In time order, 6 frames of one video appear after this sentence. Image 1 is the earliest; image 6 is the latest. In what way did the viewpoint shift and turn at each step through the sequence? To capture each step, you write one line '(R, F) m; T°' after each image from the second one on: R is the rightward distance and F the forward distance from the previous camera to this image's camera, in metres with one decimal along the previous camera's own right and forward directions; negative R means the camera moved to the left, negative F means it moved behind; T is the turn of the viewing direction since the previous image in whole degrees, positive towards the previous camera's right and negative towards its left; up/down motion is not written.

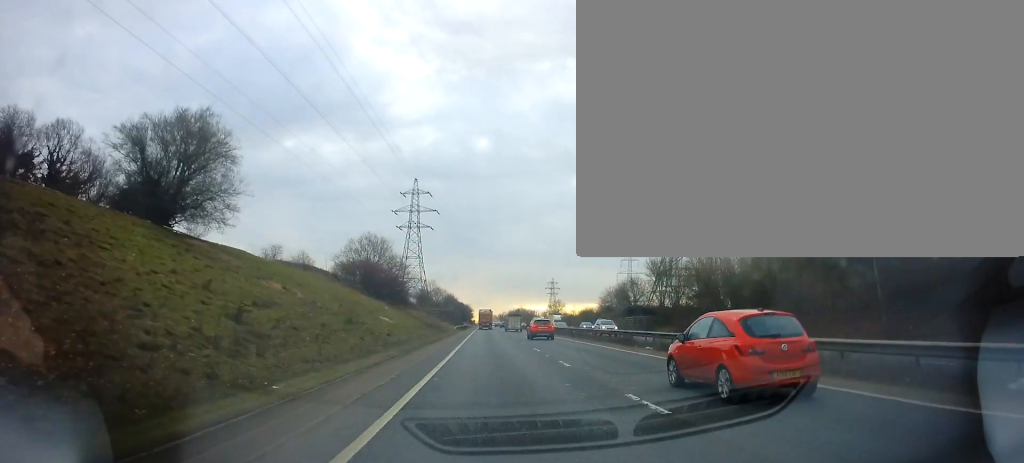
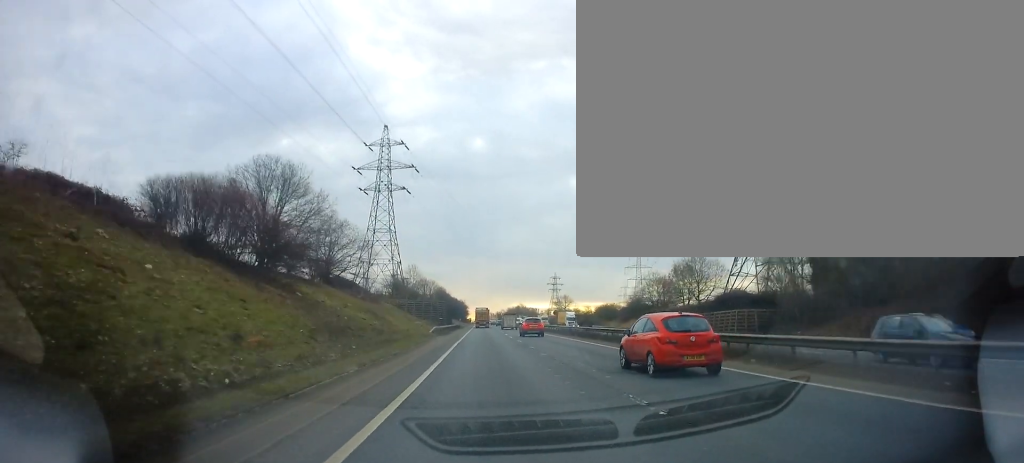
(+0.5, +35.7) m; 0°
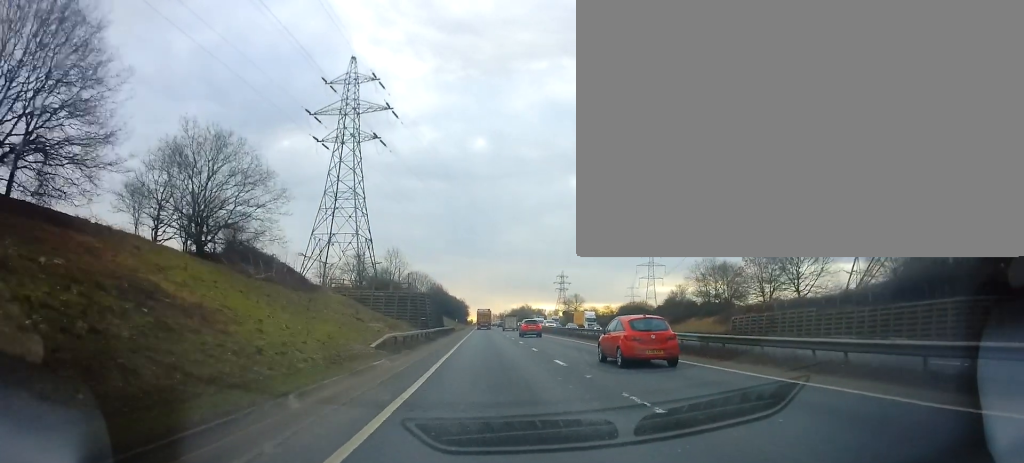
(-0.4, +26.4) m; -1°
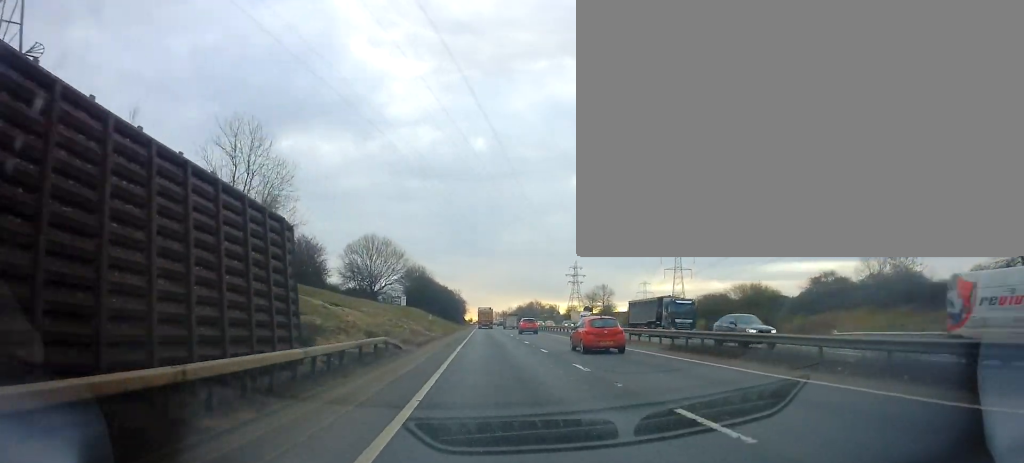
(0.0, +57.5) m; 0°
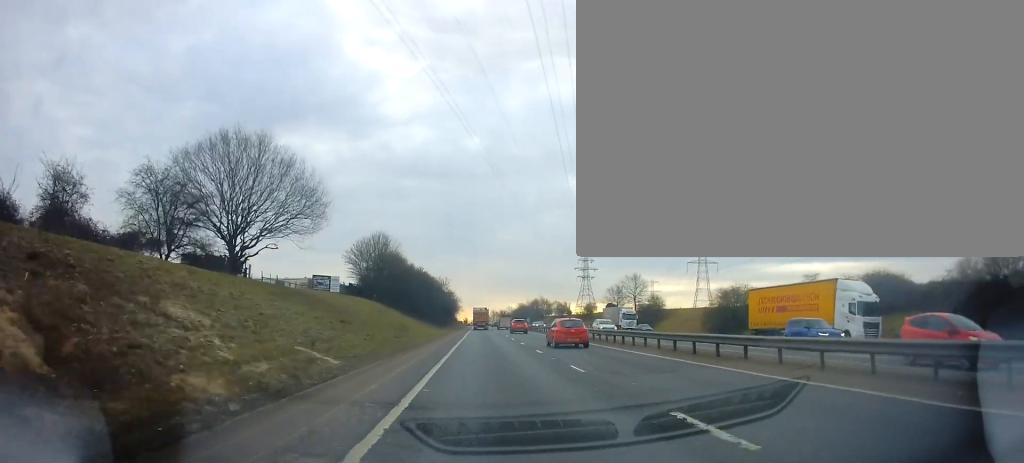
(+0.8, +49.9) m; +1°
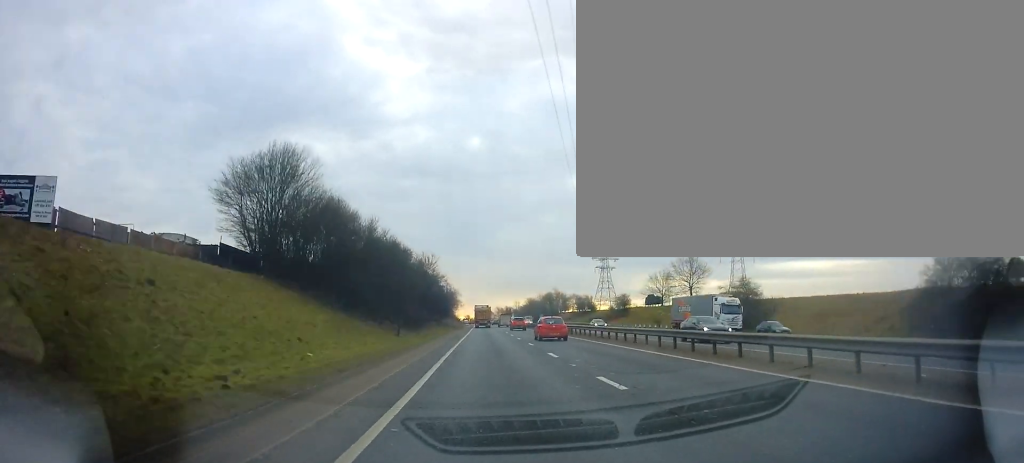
(-0.5, +43.2) m; -1°
